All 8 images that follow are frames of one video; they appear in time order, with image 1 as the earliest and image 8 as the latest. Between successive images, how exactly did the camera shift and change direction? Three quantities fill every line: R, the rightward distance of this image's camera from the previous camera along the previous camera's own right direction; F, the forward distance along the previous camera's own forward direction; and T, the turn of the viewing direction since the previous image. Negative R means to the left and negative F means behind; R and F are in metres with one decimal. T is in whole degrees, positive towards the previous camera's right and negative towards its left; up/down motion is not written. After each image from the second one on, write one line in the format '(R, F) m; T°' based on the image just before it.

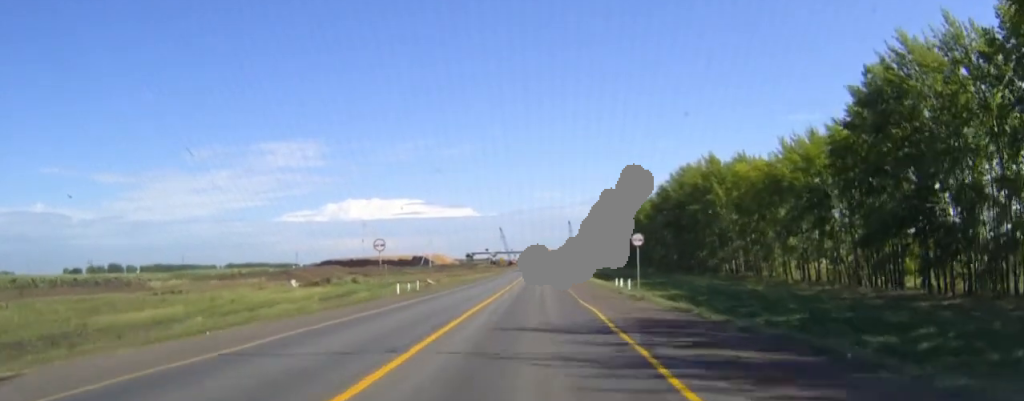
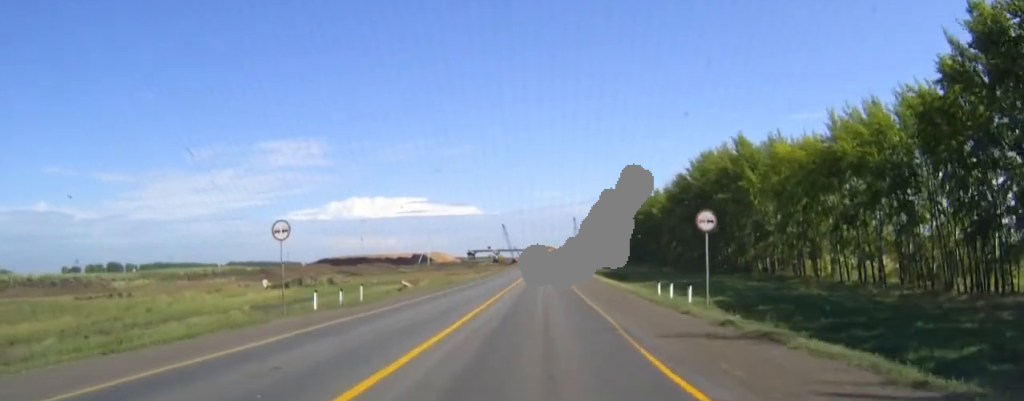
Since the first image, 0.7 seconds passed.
(0.0, +16.2) m; 0°
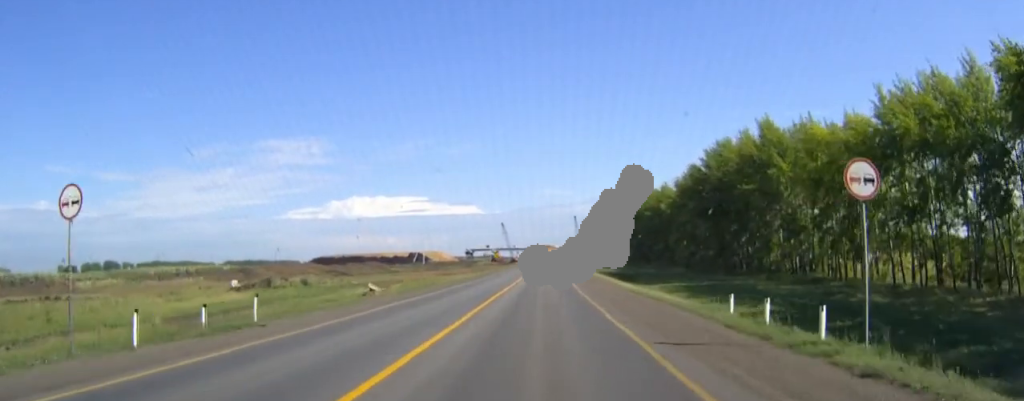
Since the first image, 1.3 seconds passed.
(0.0, +12.4) m; 0°
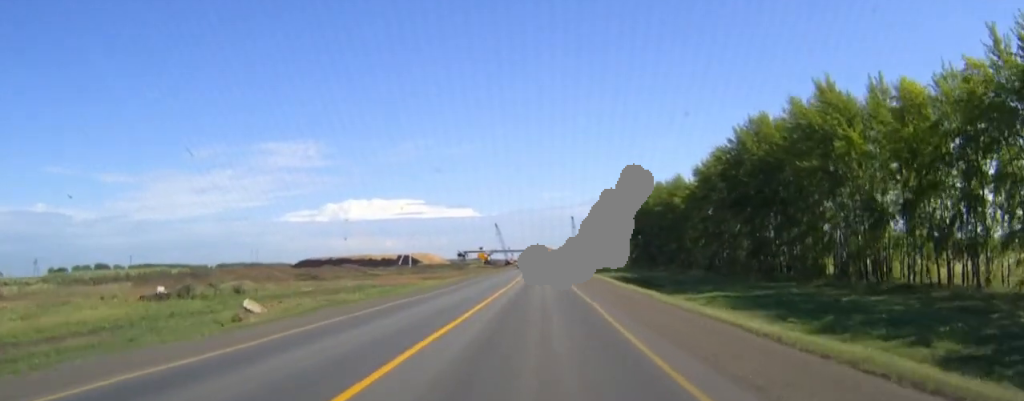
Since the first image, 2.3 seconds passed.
(0.0, +21.6) m; 0°
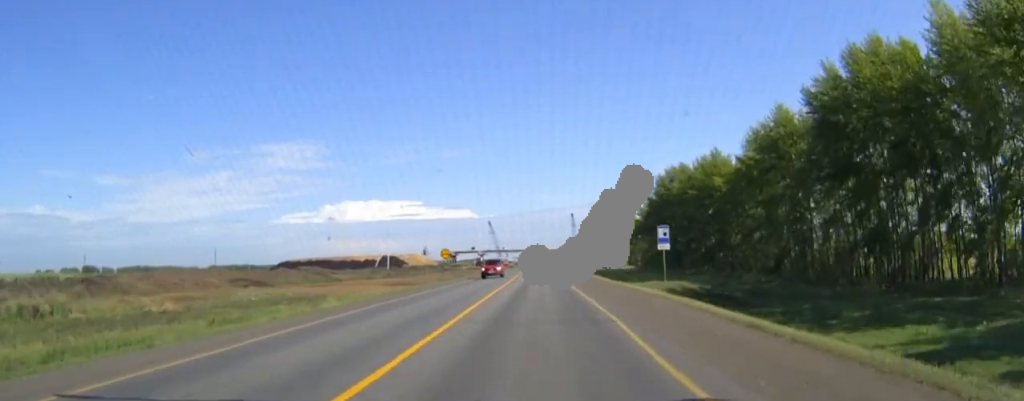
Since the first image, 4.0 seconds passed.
(+0.1, +35.2) m; 0°
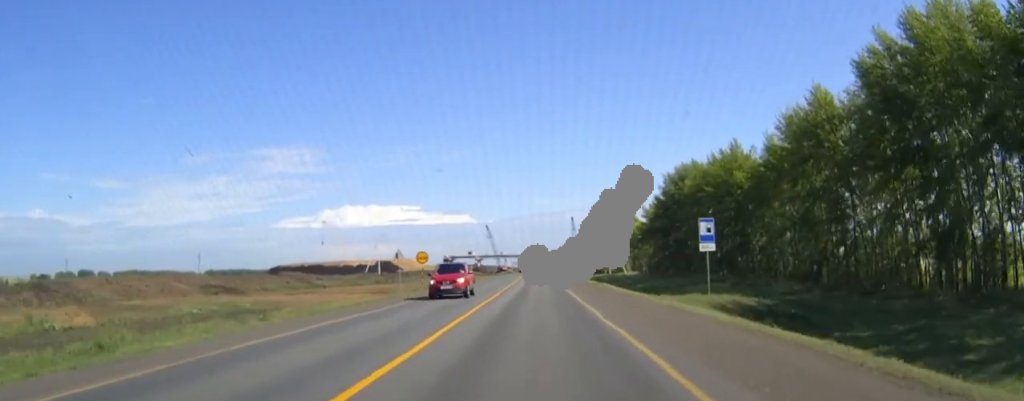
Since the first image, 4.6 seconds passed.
(0.0, +13.1) m; 0°
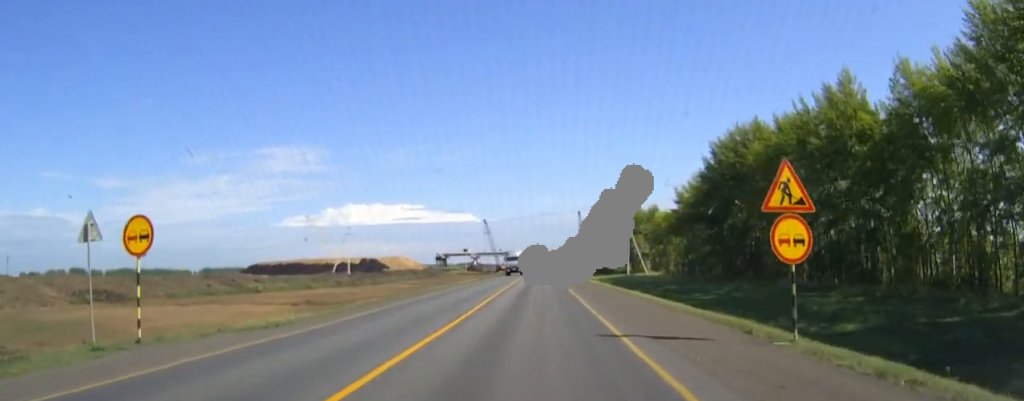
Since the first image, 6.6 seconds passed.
(-0.1, +39.7) m; 0°
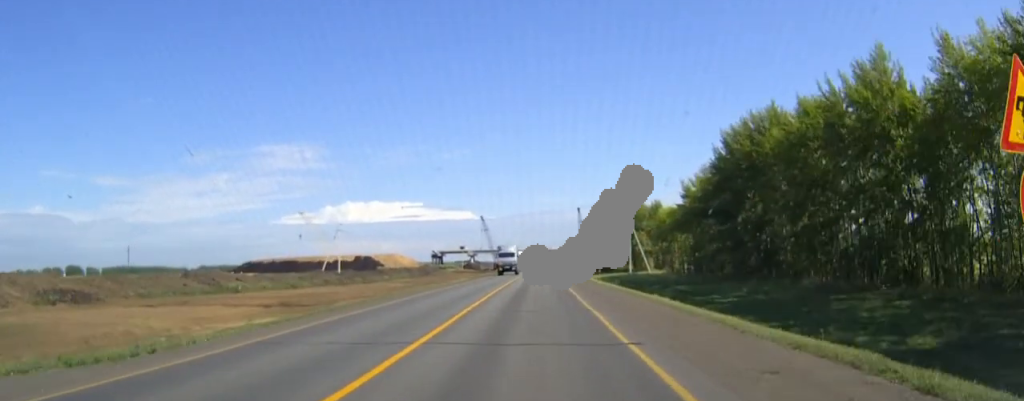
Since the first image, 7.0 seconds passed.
(0.0, +8.0) m; 0°
